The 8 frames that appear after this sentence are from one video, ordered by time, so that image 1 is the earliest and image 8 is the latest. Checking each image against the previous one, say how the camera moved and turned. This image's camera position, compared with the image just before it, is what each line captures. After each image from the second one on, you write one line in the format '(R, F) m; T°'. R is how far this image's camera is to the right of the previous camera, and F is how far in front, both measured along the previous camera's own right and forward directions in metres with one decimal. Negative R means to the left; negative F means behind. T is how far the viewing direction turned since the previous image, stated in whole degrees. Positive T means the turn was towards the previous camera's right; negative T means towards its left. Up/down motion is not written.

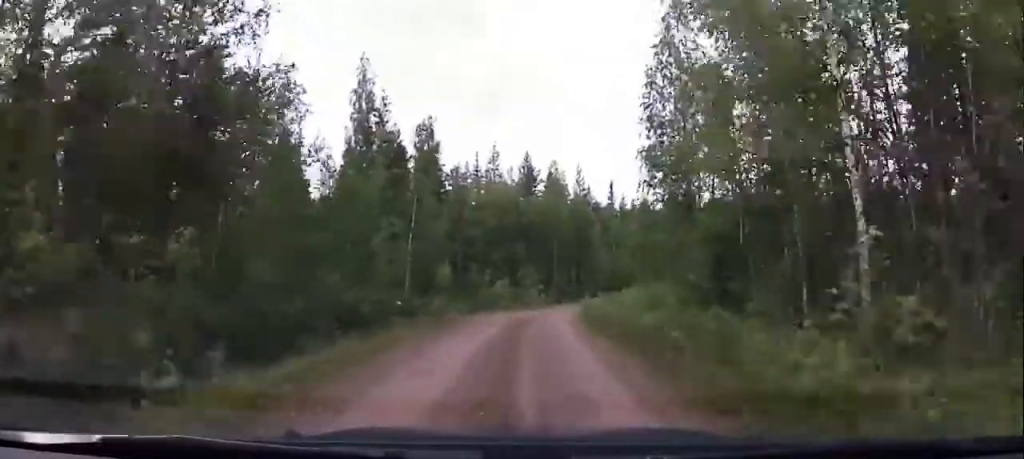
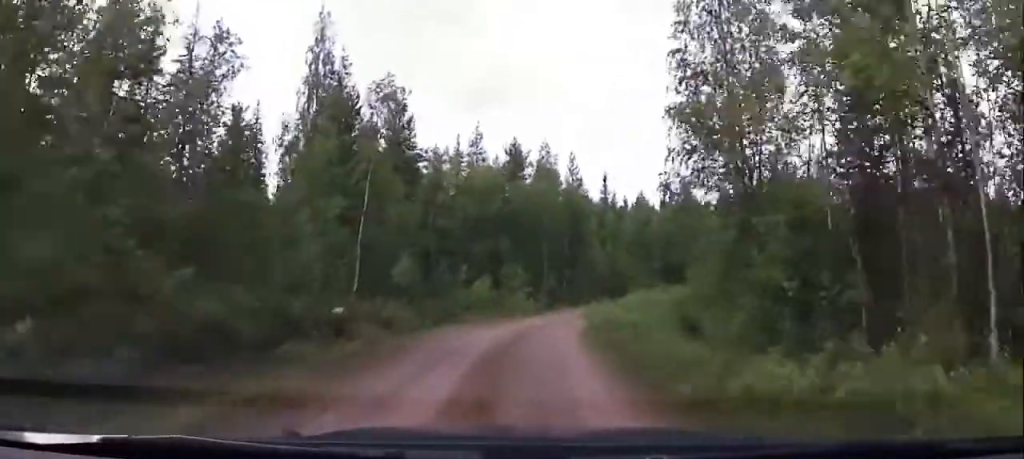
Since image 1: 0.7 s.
(0.0, +8.1) m; 0°
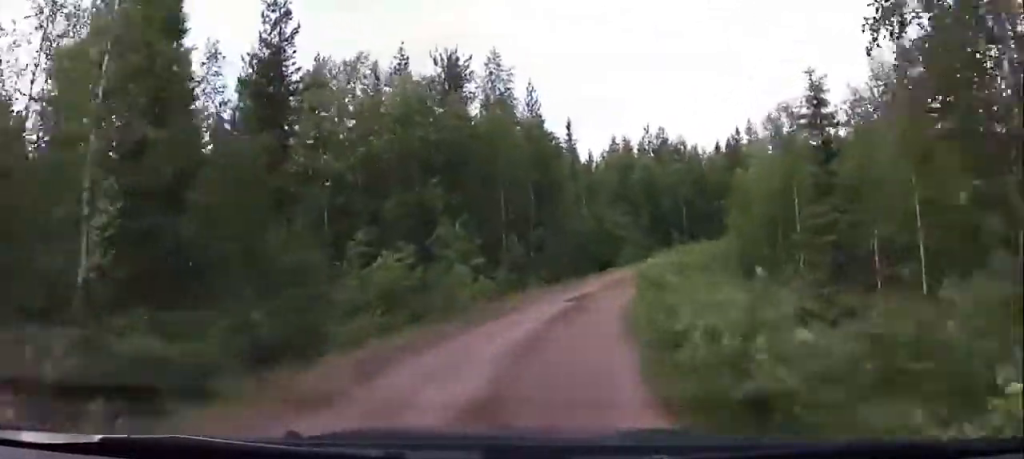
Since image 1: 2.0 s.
(0.0, +16.4) m; +1°
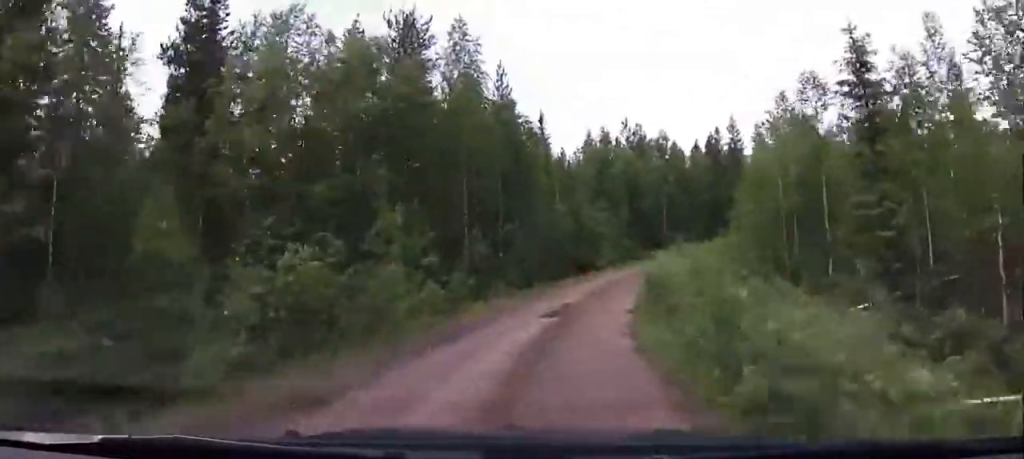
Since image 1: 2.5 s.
(0.0, +5.6) m; +2°
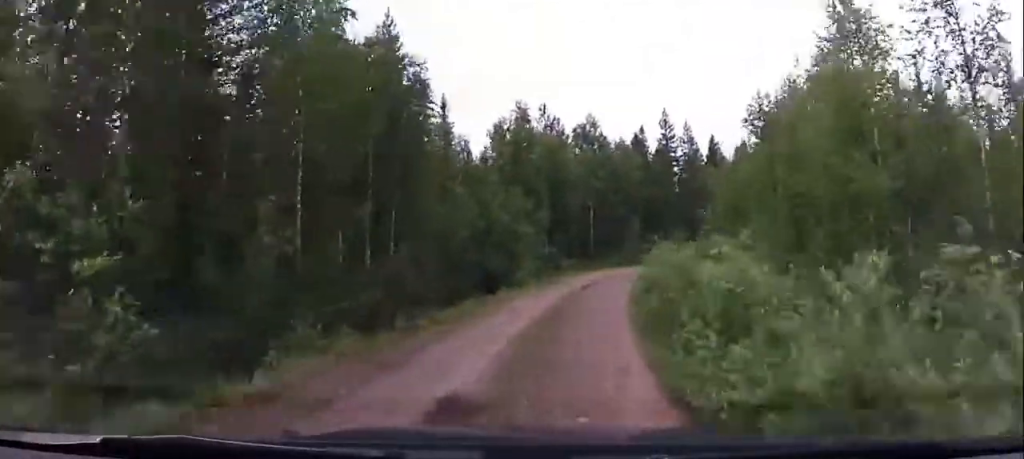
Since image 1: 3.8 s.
(+0.6, +12.8) m; +7°
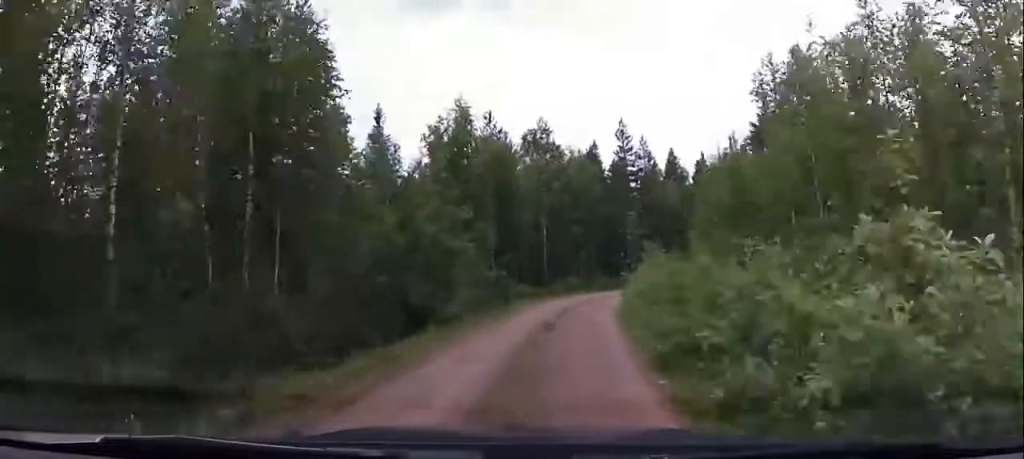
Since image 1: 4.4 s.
(+0.3, +6.7) m; +4°
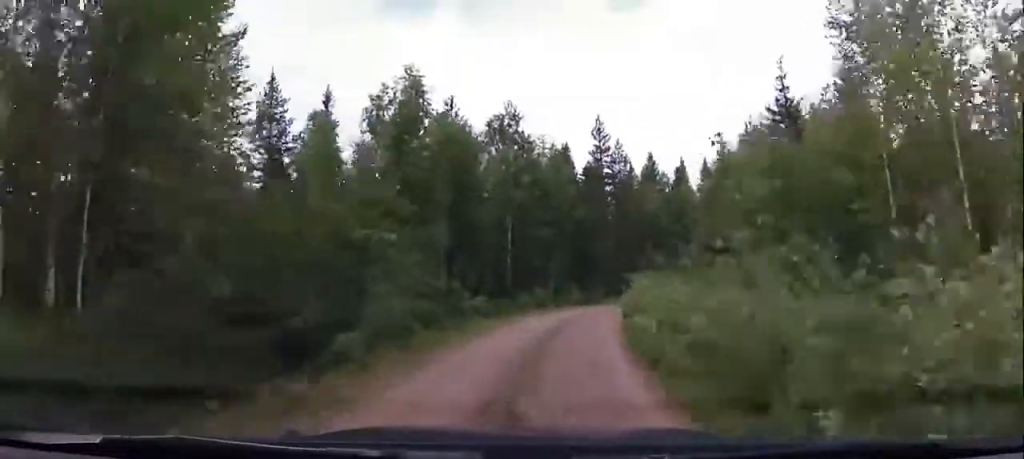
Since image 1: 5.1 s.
(+0.1, +6.6) m; +4°
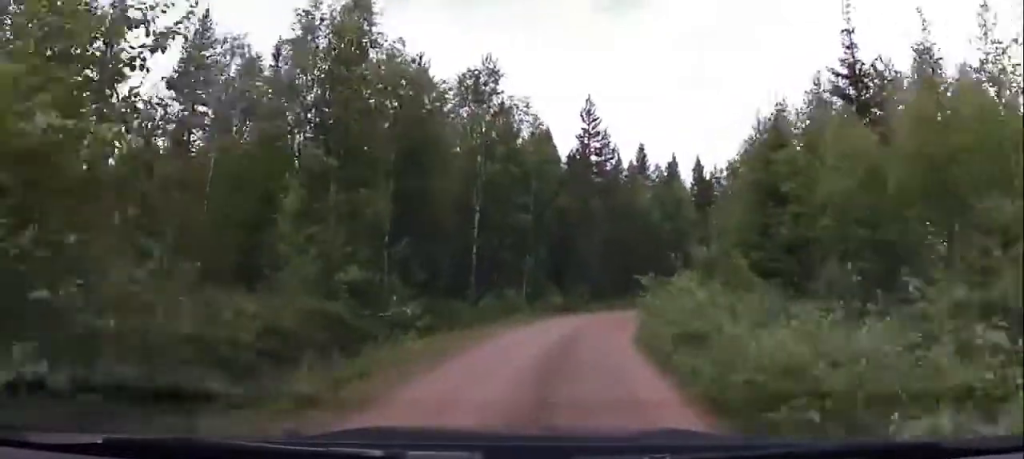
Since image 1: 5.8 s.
(+0.4, +7.1) m; +4°
